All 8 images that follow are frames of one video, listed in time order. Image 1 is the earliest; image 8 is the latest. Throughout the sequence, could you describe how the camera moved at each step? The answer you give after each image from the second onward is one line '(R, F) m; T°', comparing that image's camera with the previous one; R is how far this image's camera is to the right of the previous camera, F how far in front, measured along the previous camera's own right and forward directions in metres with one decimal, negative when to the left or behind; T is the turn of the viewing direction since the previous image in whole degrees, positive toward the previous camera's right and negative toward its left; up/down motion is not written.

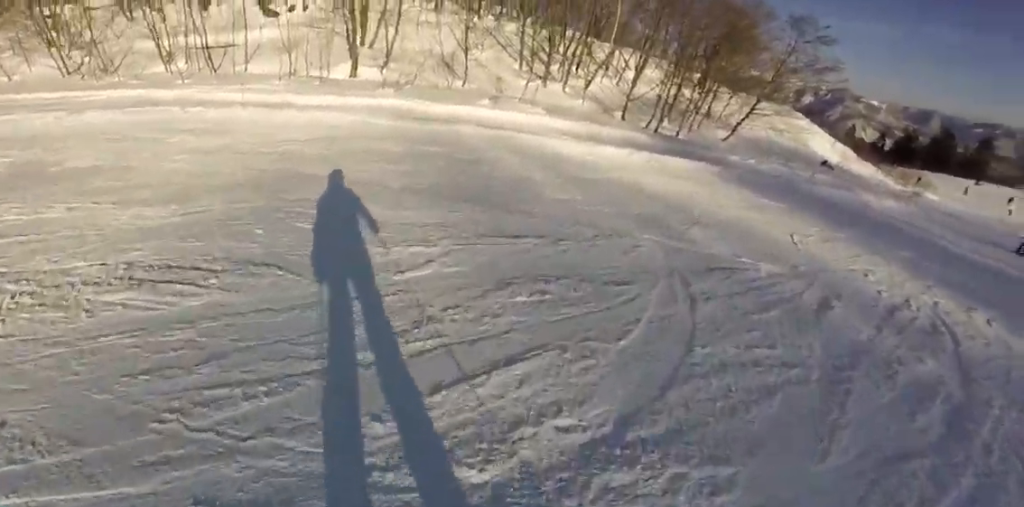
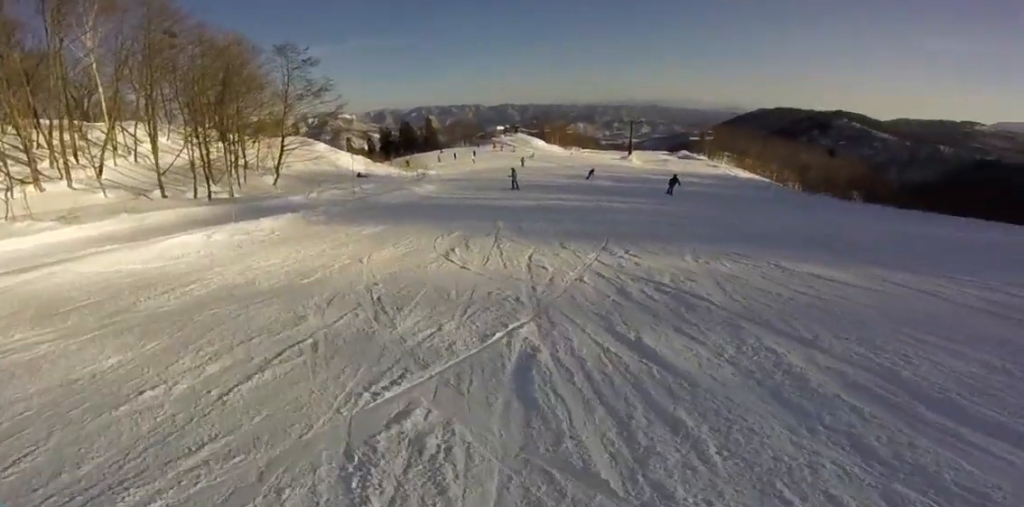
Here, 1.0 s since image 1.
(+0.6, +4.9) m; +13°
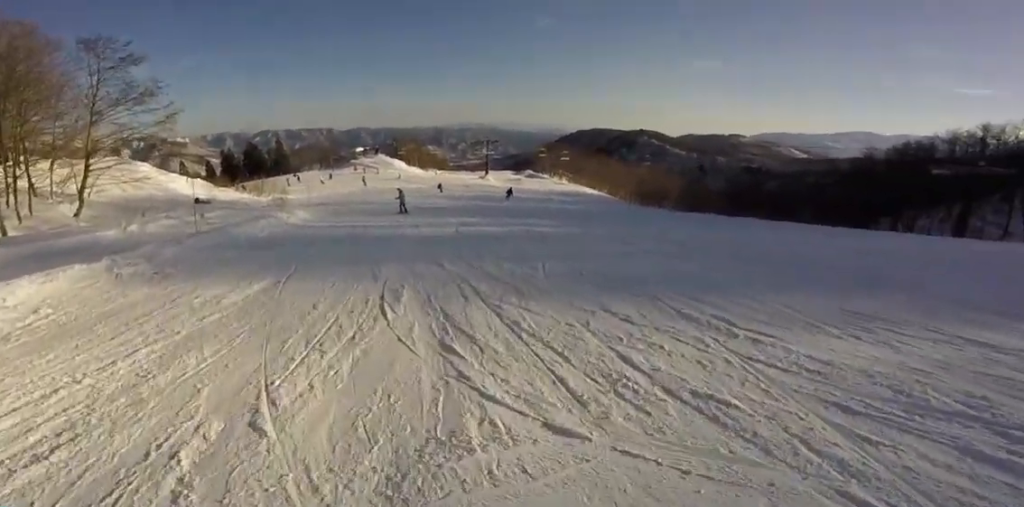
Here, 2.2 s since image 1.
(+0.7, +6.5) m; +7°
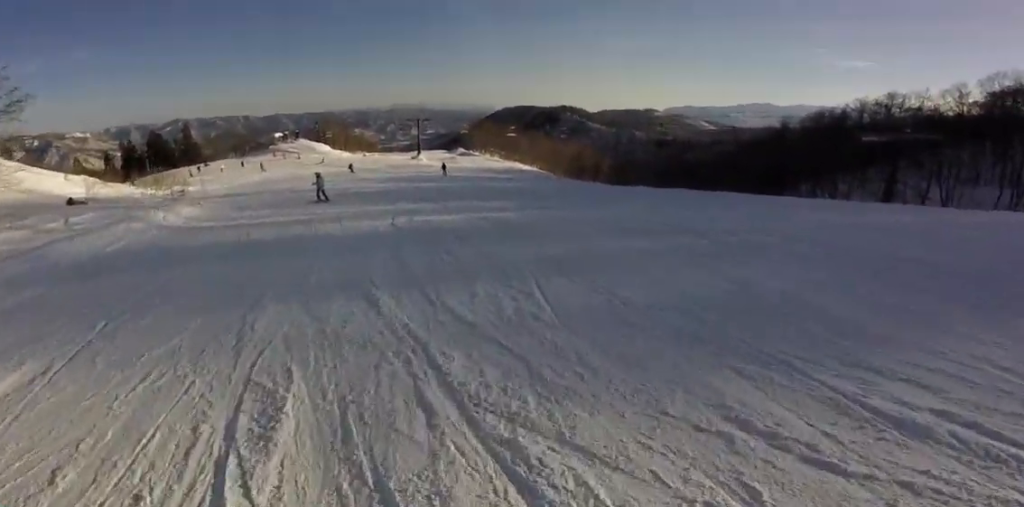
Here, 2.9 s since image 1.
(0.0, +4.5) m; 0°
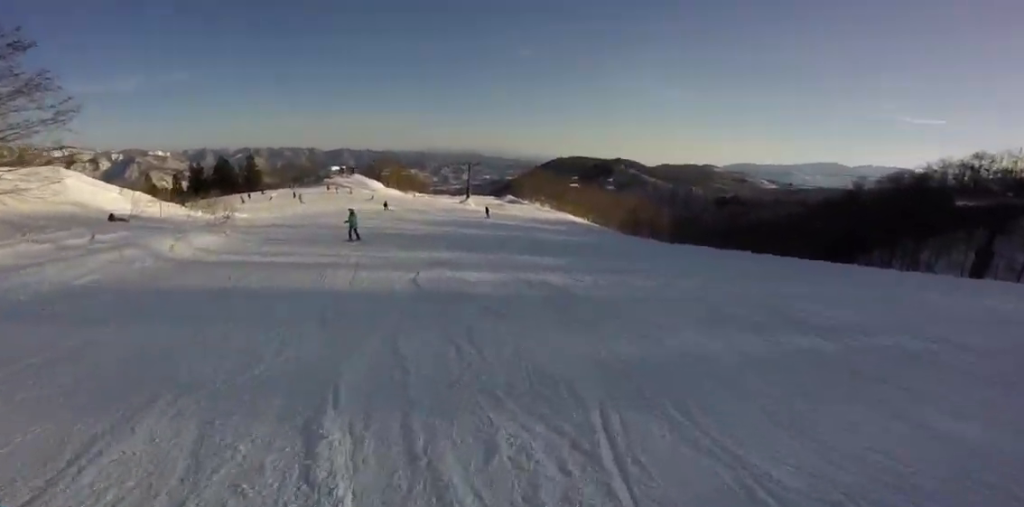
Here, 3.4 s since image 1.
(0.0, +2.9) m; -3°
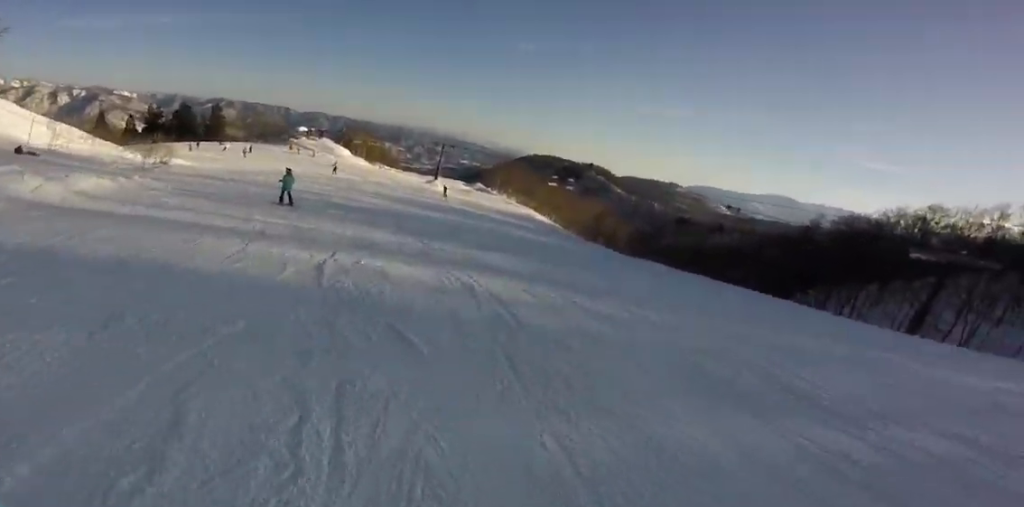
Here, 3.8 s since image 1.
(+0.1, +2.7) m; -4°
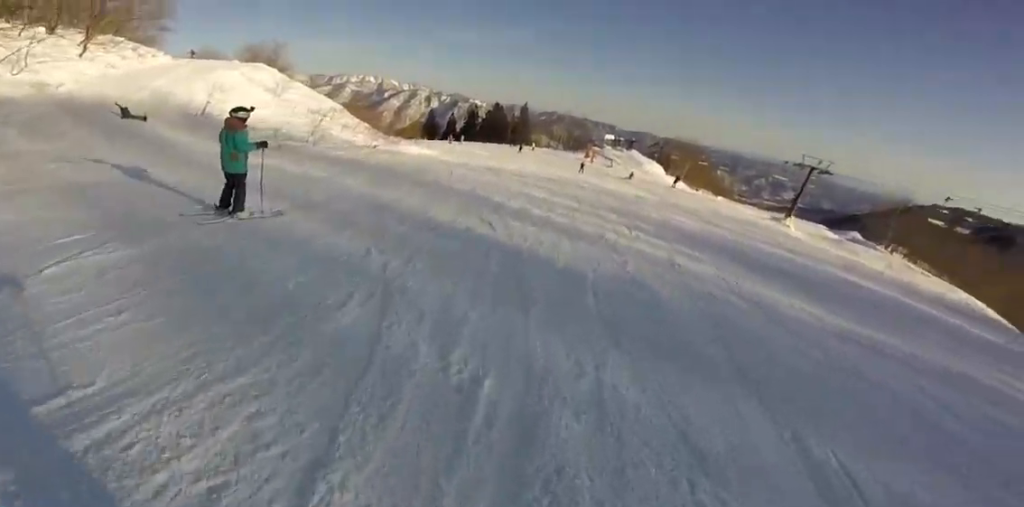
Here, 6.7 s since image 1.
(-4.3, +17.3) m; -13°
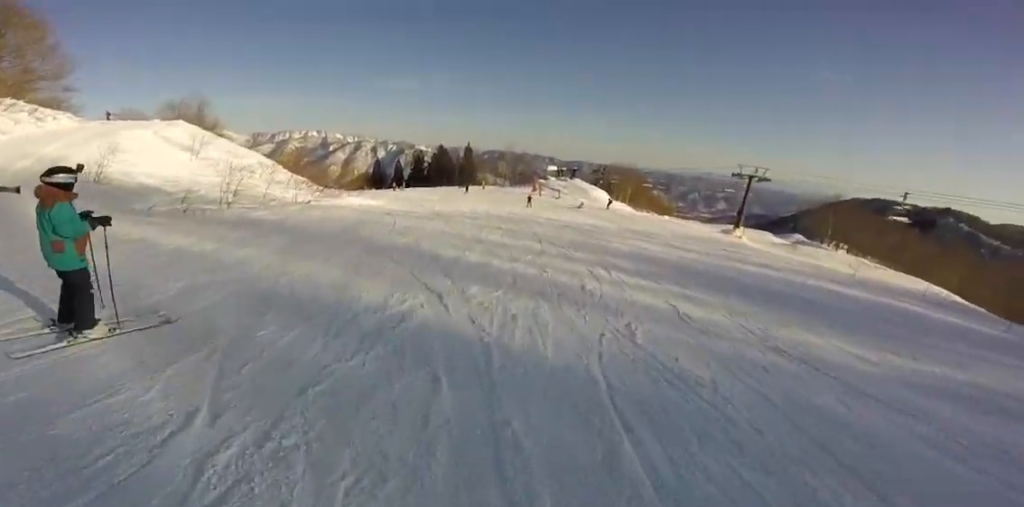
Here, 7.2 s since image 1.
(+0.1, +2.6) m; +2°
